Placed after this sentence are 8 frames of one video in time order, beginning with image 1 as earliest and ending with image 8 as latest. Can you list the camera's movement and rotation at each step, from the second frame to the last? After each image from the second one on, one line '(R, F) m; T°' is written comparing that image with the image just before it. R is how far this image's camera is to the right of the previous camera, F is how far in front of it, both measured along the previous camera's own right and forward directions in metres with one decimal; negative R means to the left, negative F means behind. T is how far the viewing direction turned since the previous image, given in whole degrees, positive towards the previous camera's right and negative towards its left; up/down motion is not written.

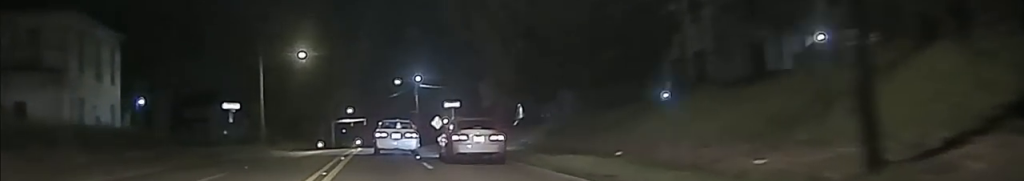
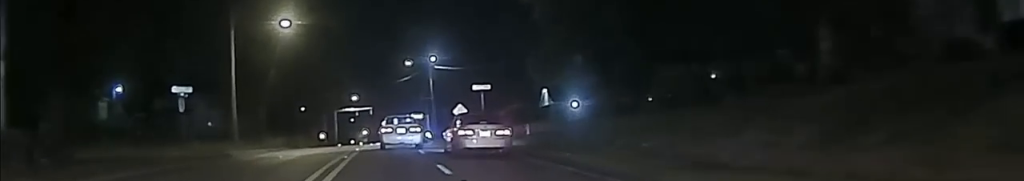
(+0.3, +19.8) m; +1°
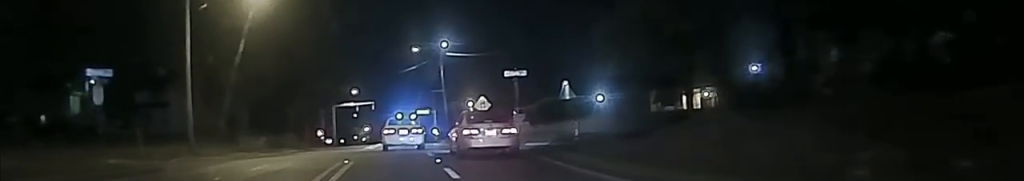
(0.0, +14.2) m; 0°
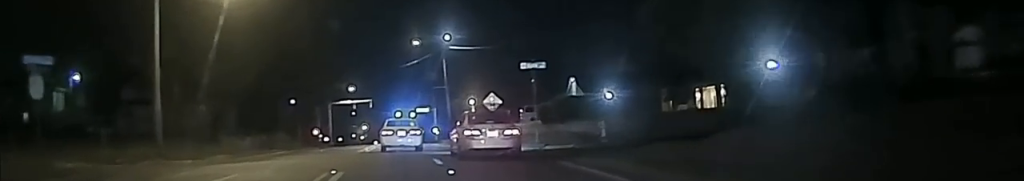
(0.0, +6.2) m; +1°
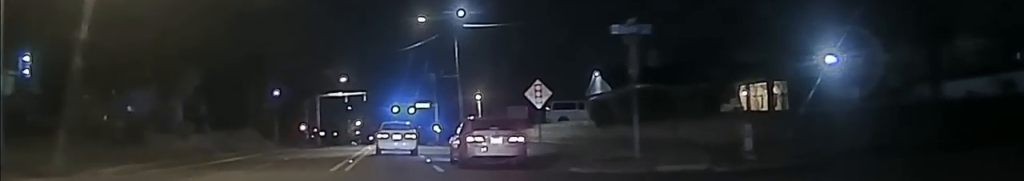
(+0.3, +15.7) m; +2°
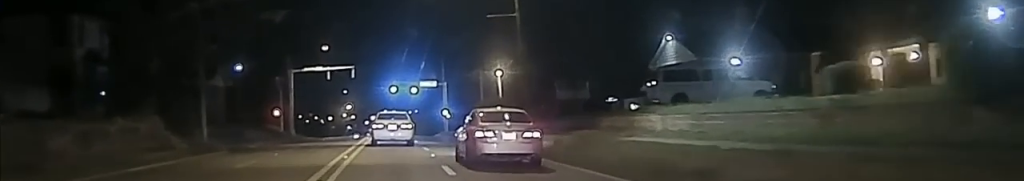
(+0.2, +27.0) m; 0°
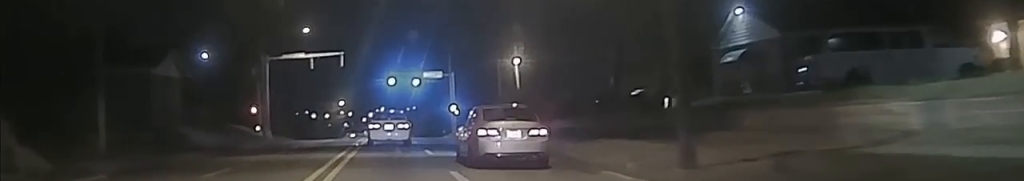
(-0.1, +15.2) m; +1°
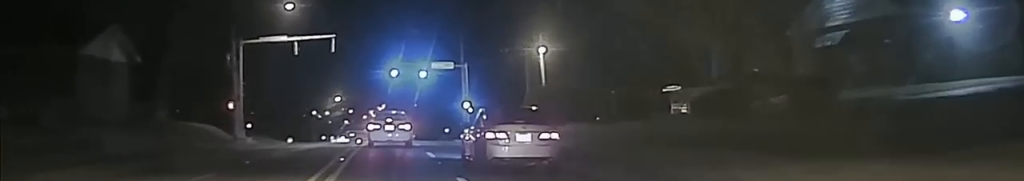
(+0.3, +13.0) m; +2°
